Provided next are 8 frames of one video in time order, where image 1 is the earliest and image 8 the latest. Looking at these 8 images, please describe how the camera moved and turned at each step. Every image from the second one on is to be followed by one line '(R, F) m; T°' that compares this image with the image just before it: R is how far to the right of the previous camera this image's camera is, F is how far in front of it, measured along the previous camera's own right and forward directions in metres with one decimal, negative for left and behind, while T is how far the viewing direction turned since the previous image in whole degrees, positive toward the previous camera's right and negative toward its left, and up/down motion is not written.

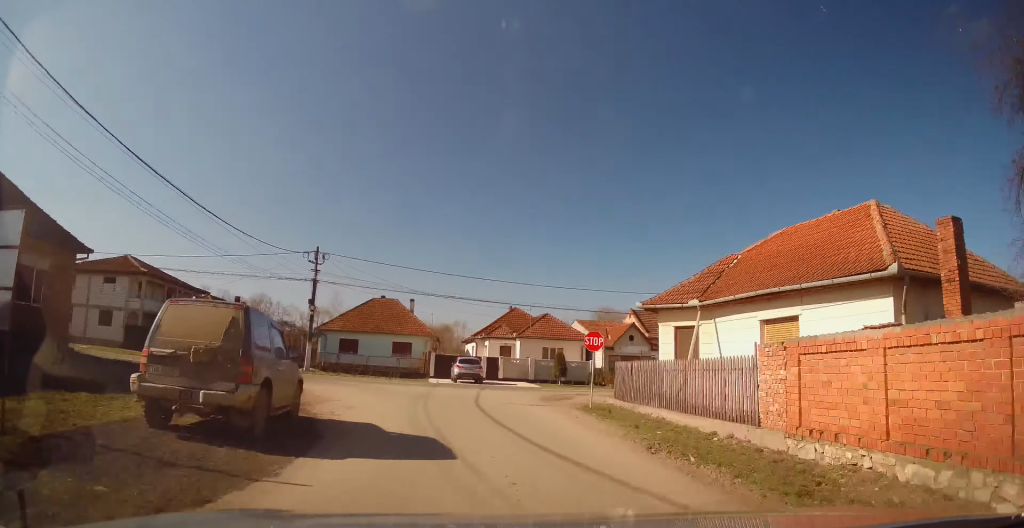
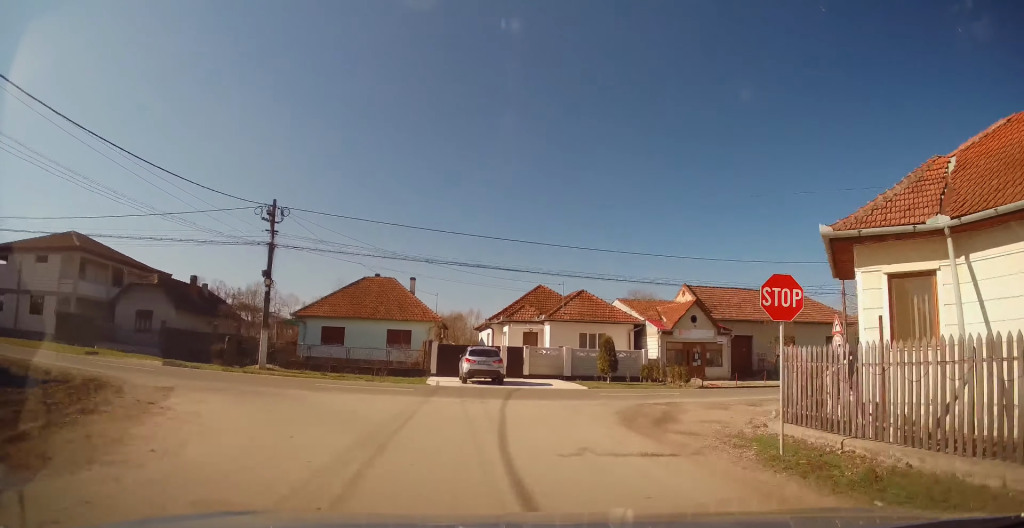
(-0.6, +10.9) m; -1°
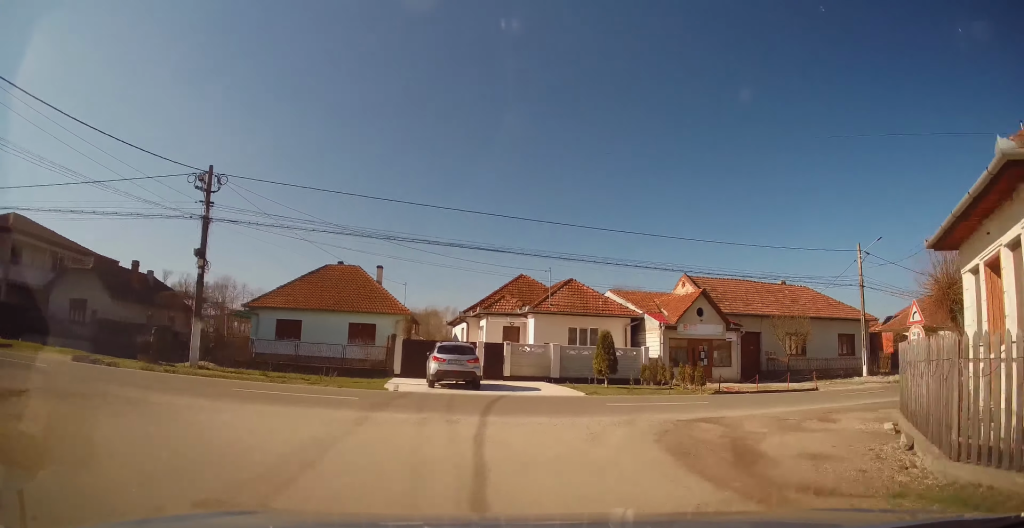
(+0.2, +5.4) m; +2°
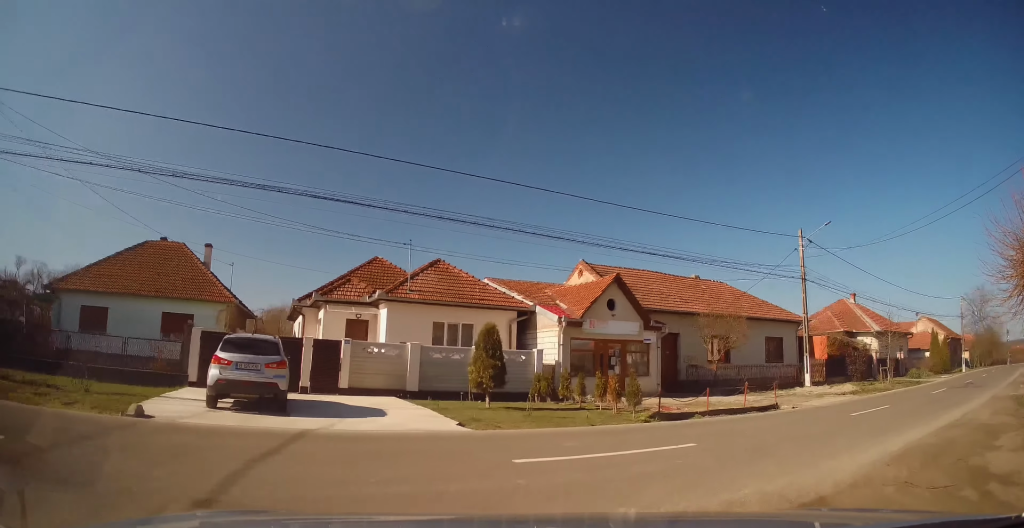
(+0.3, +10.9) m; +16°
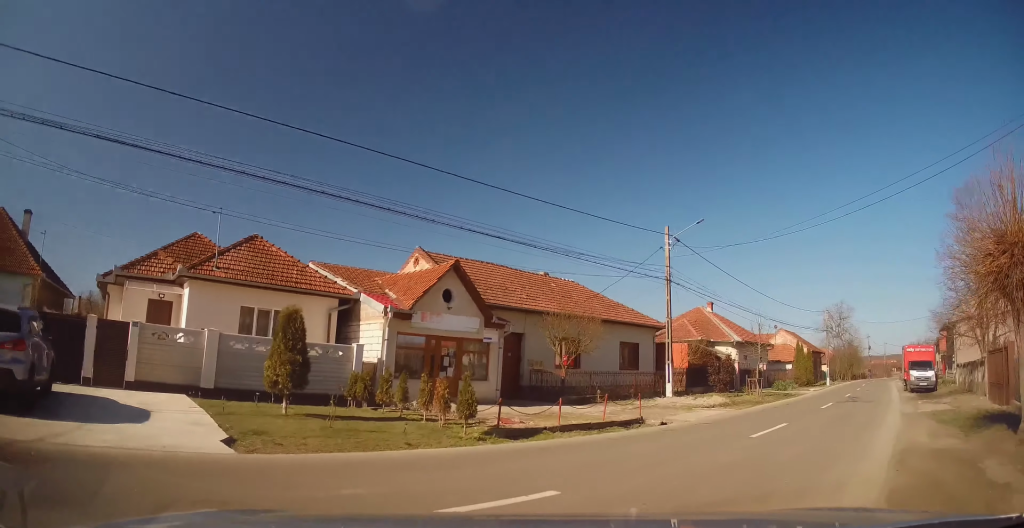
(+1.0, +3.6) m; +28°
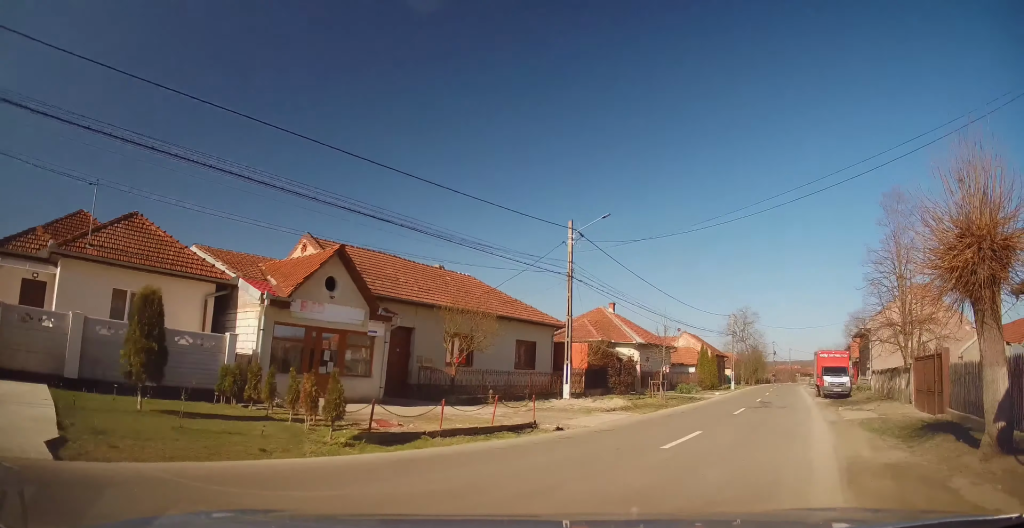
(+0.2, +1.4) m; +6°
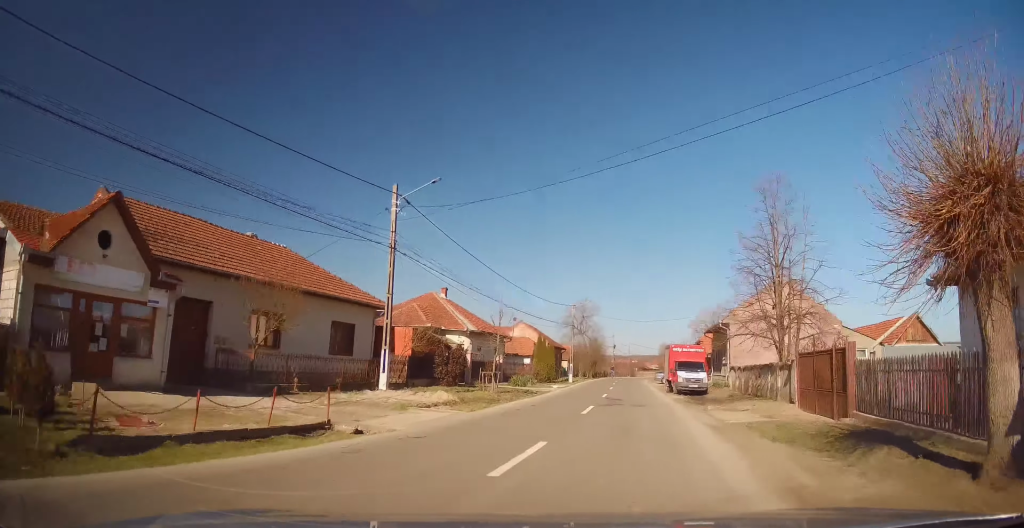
(+0.3, +2.8) m; +9°
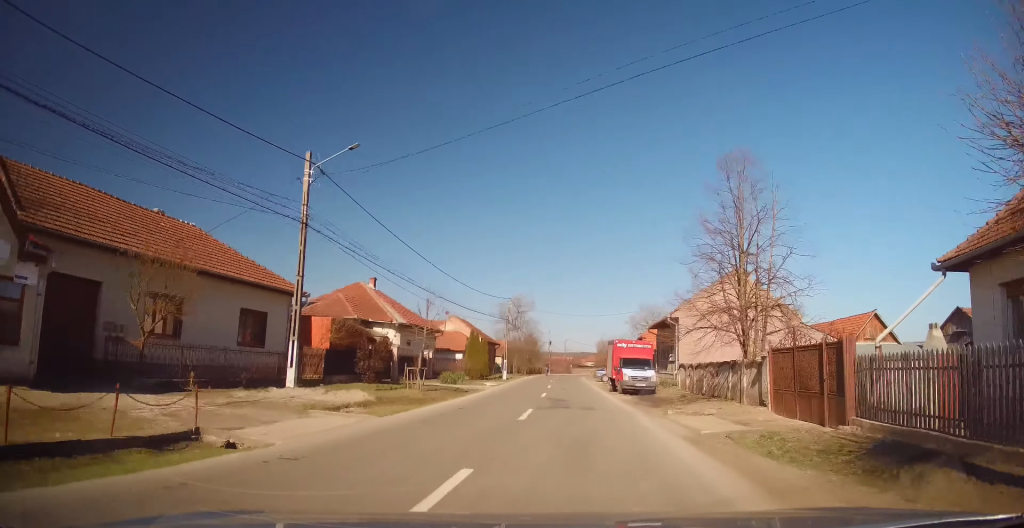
(0.0, +2.2) m; +4°
